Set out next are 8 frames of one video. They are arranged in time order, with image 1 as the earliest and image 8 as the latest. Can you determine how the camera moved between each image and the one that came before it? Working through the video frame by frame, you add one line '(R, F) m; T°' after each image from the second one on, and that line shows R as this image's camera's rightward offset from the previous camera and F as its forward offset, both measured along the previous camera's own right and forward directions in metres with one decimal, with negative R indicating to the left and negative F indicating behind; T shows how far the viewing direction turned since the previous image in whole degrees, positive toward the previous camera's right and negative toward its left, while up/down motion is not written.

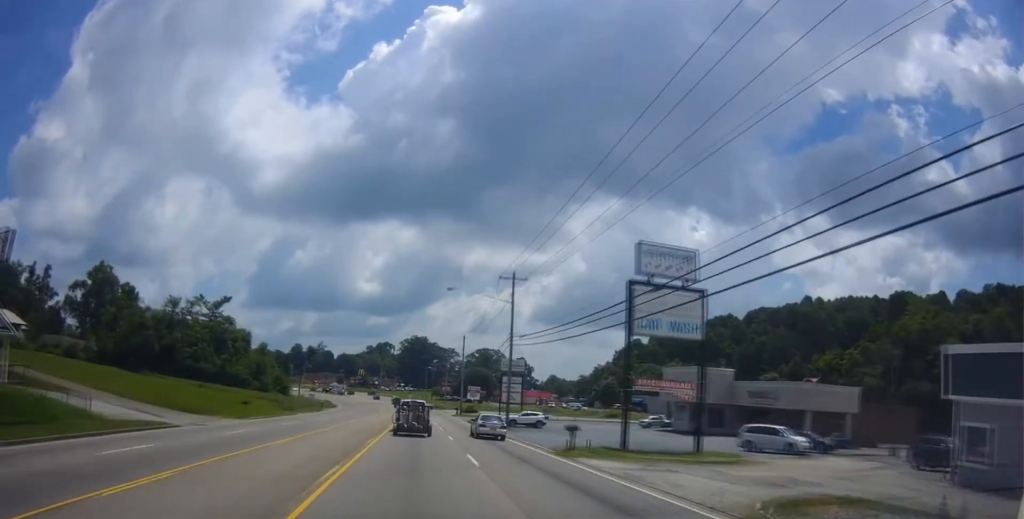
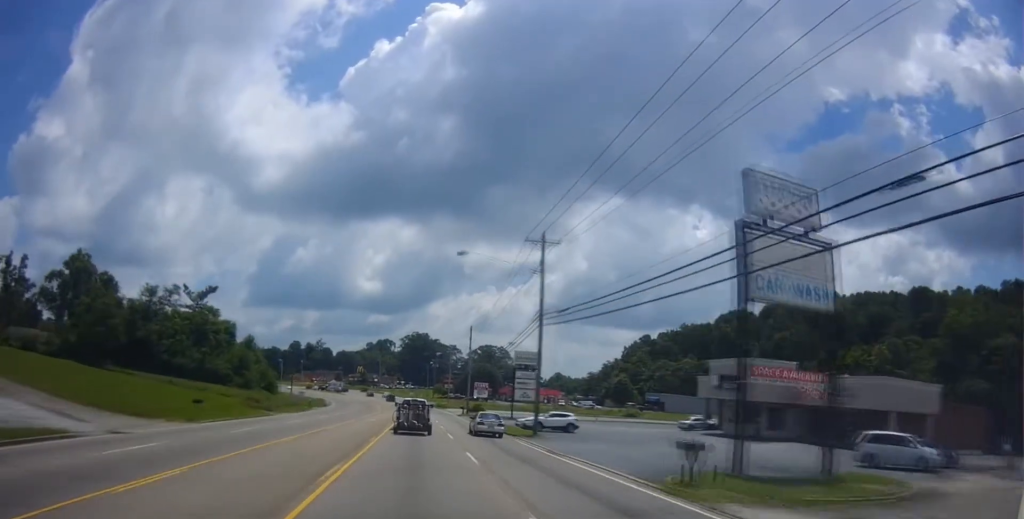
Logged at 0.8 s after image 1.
(+0.2, +12.0) m; 0°
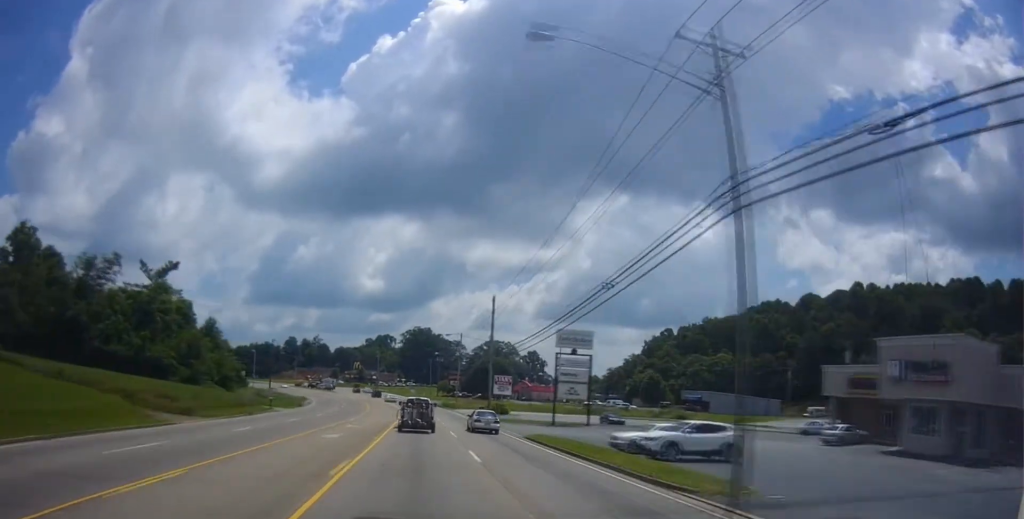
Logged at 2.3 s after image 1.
(-0.3, +24.1) m; -2°
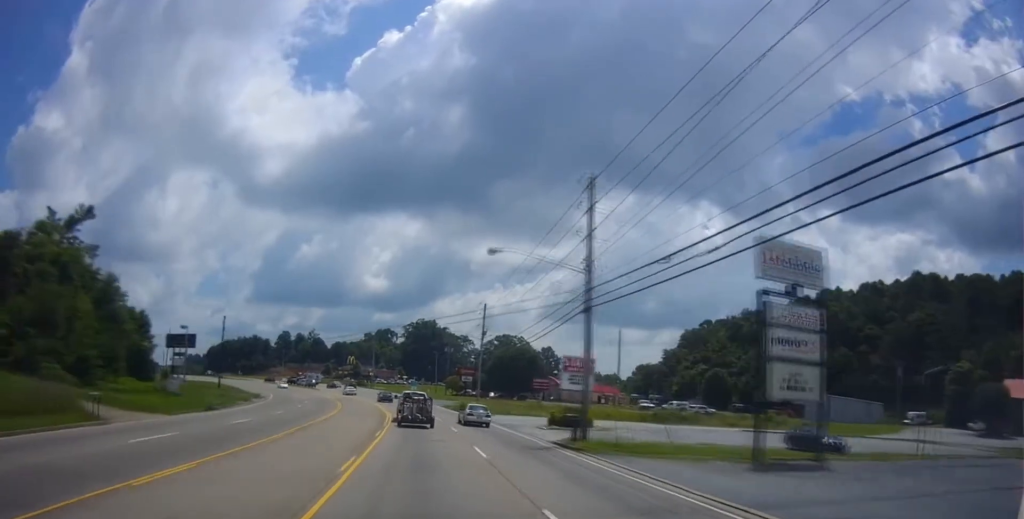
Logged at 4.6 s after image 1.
(-0.6, +35.3) m; 0°
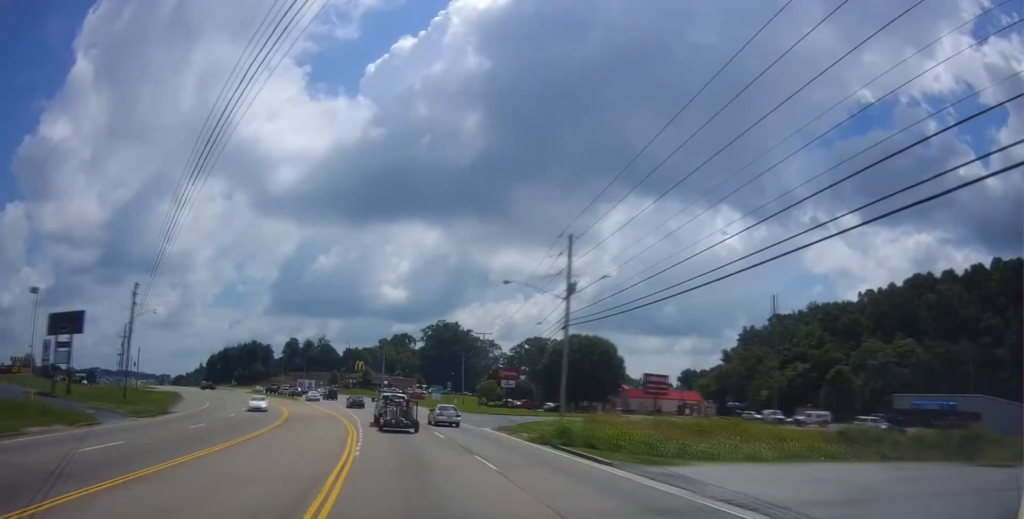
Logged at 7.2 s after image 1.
(-0.1, +37.2) m; -2°
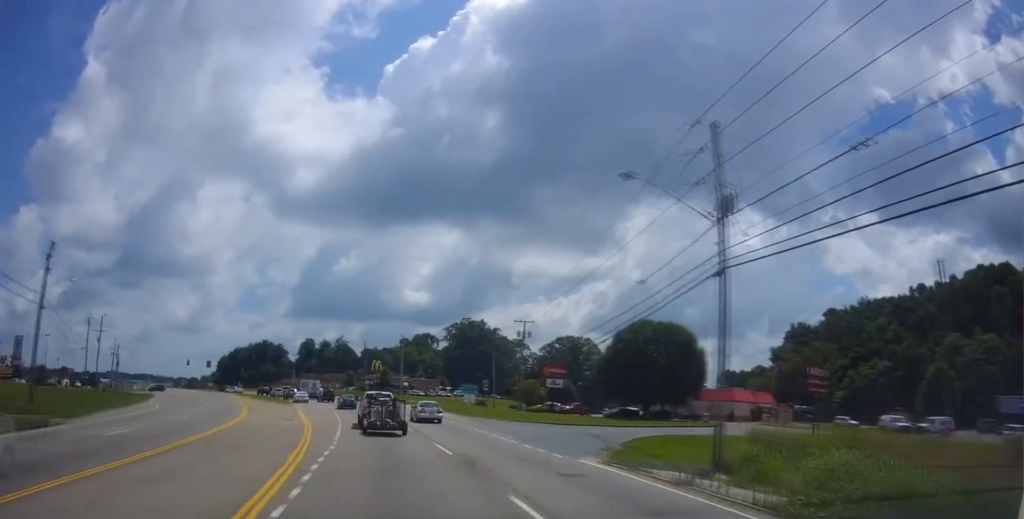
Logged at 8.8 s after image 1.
(-0.4, +18.9) m; -2°
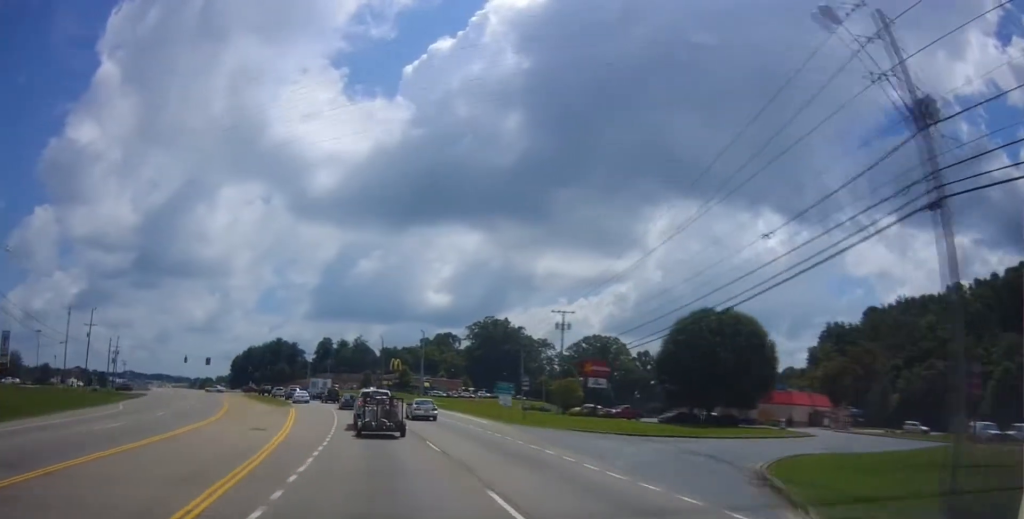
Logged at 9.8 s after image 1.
(+0.1, +10.5) m; -2°
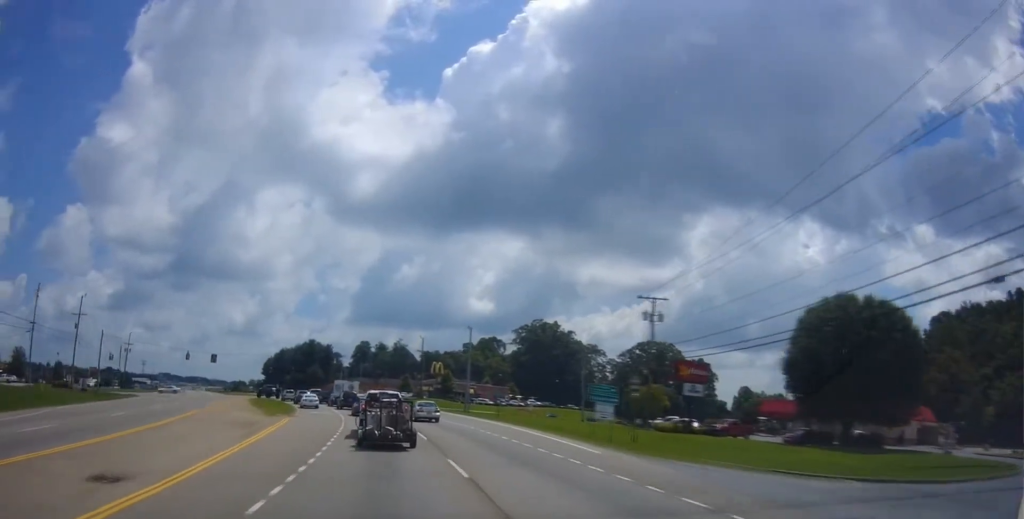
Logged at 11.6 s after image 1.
(-0.7, +15.9) m; -4°
